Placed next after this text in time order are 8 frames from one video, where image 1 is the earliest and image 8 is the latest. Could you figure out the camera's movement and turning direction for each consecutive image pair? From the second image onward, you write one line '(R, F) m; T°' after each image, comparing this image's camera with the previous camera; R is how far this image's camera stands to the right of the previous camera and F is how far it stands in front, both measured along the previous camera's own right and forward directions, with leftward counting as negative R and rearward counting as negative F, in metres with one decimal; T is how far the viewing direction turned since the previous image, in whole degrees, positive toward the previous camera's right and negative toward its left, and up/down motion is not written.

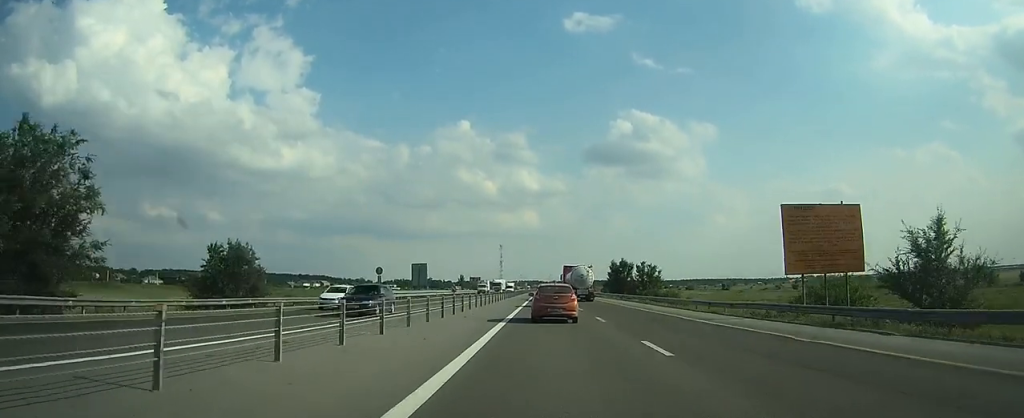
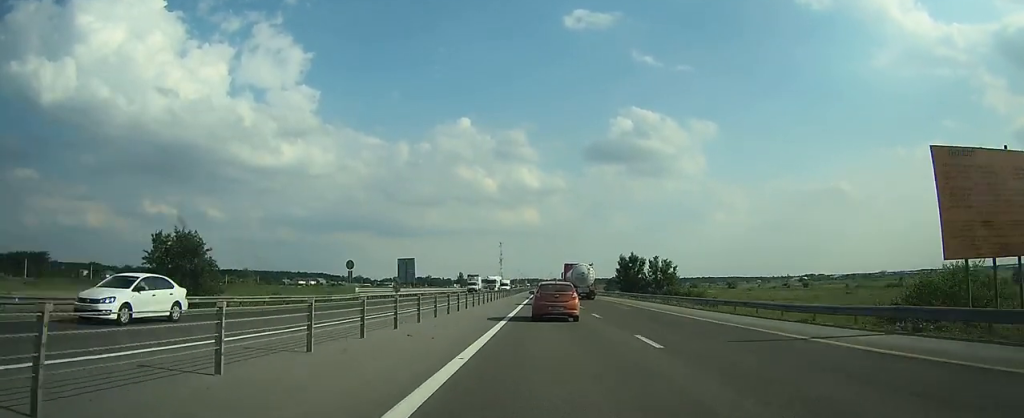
(0.0, +10.5) m; 0°
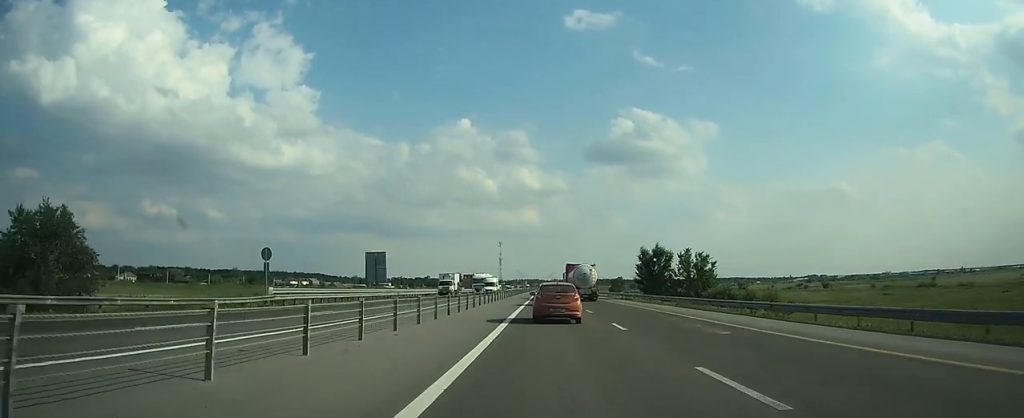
(+0.1, +18.0) m; 0°
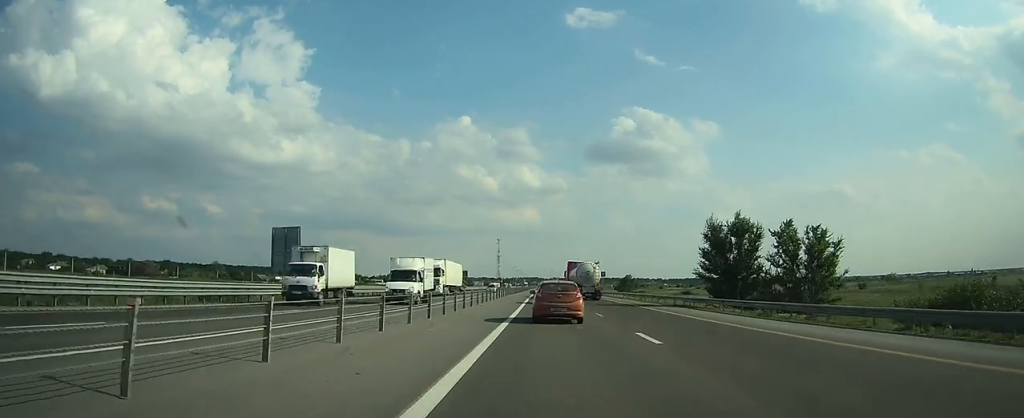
(-0.1, +28.1) m; -1°
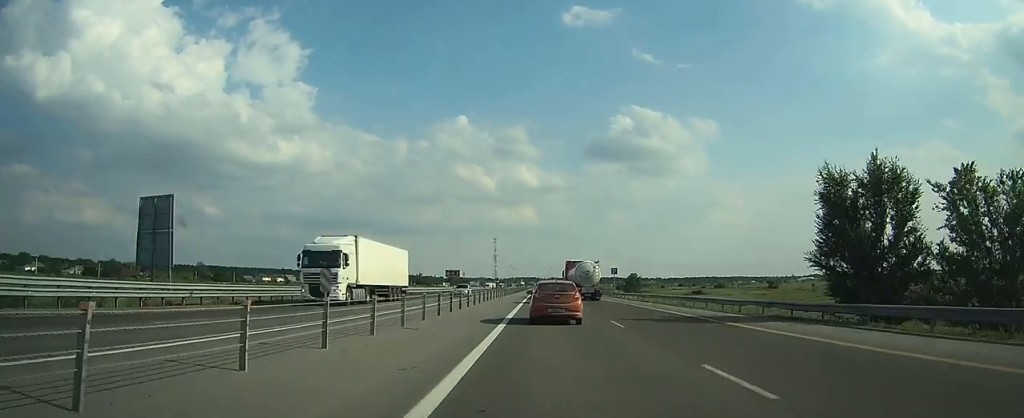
(-0.1, +18.4) m; 0°
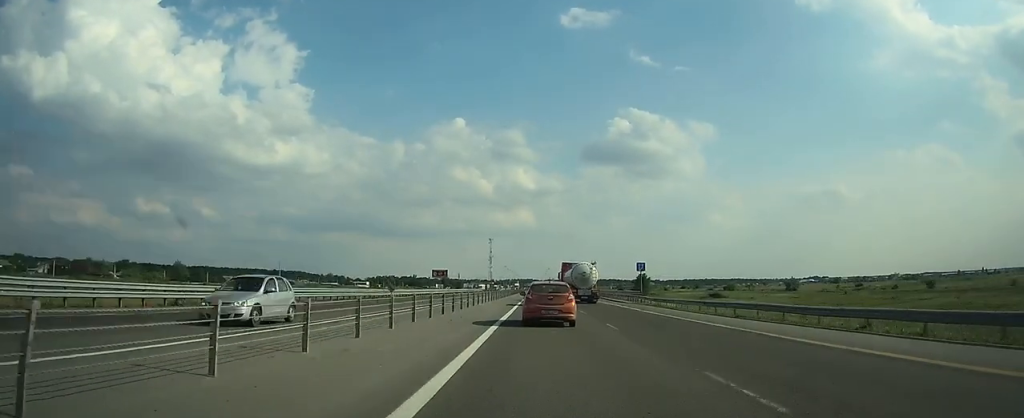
(0.0, +24.4) m; 0°
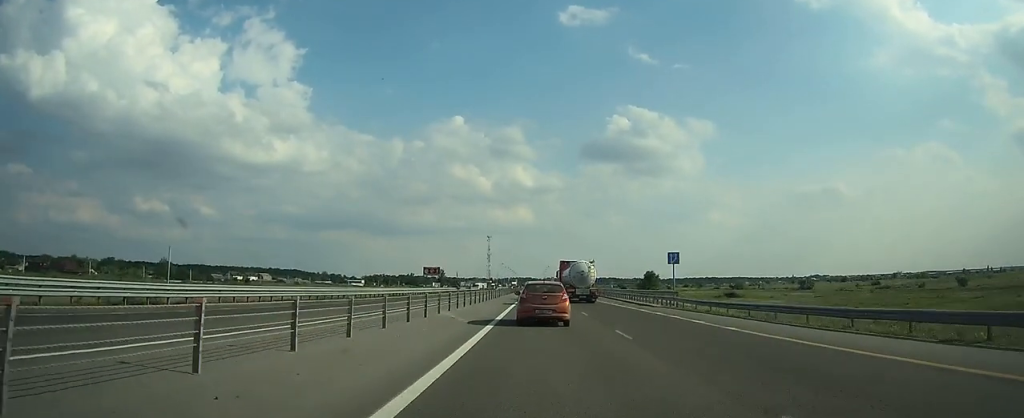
(0.0, +15.2) m; 0°
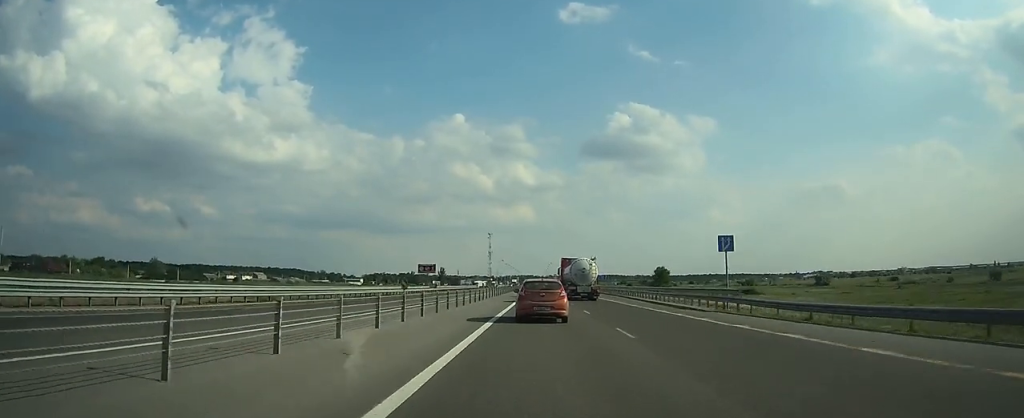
(0.0, +12.7) m; 0°
